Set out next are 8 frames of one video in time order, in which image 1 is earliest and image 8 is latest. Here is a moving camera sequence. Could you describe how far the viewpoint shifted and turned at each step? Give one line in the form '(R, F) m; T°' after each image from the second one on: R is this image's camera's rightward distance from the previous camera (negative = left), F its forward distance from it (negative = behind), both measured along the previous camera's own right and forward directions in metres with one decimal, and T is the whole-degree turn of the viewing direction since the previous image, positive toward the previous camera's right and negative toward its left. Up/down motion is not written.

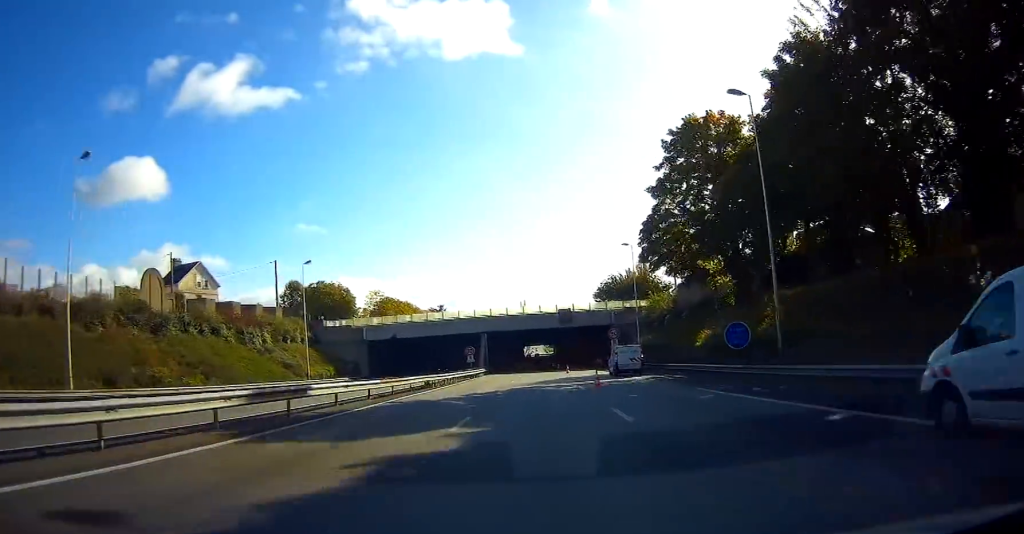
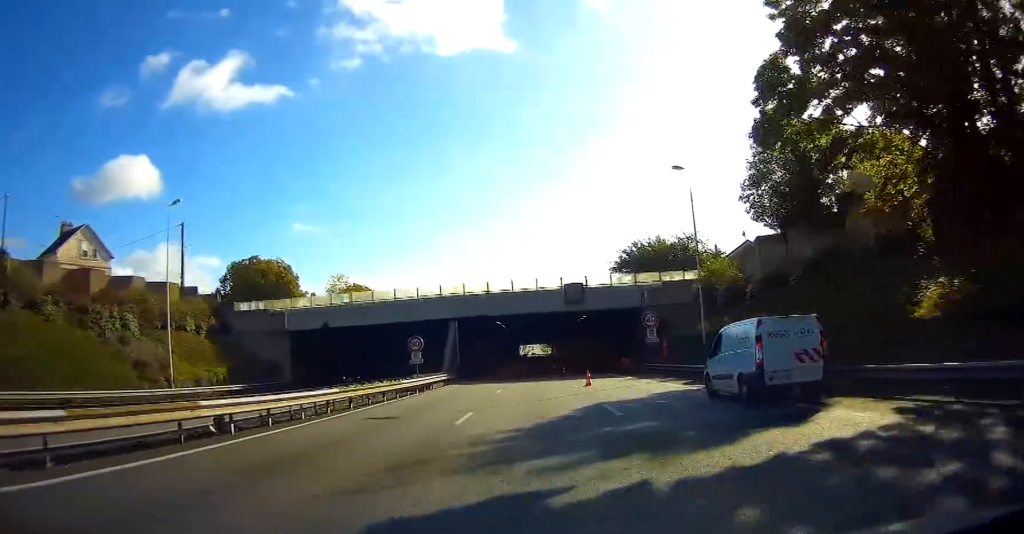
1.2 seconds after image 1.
(-0.1, +25.3) m; 0°
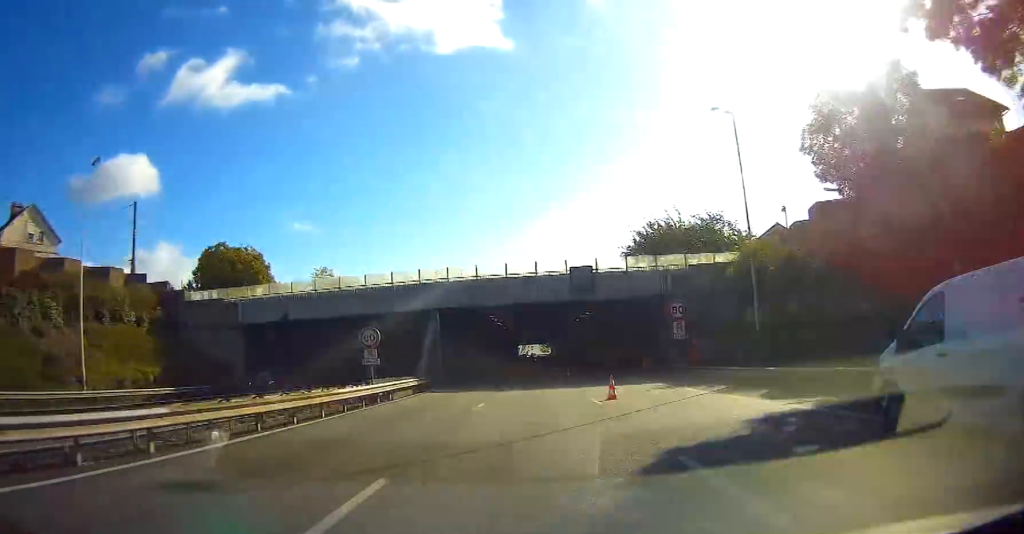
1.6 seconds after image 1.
(+0.2, +9.4) m; 0°
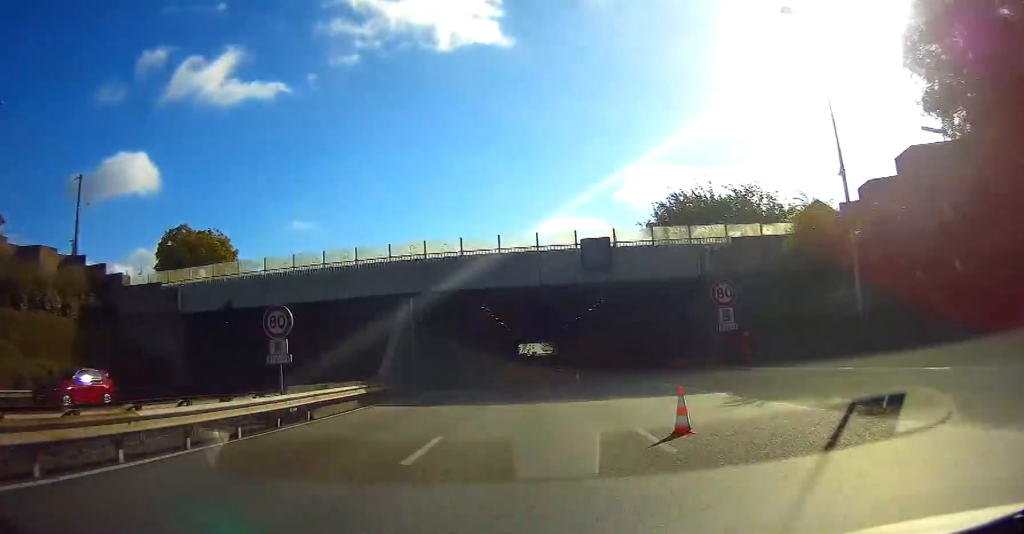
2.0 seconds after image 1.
(-0.1, +9.4) m; 0°
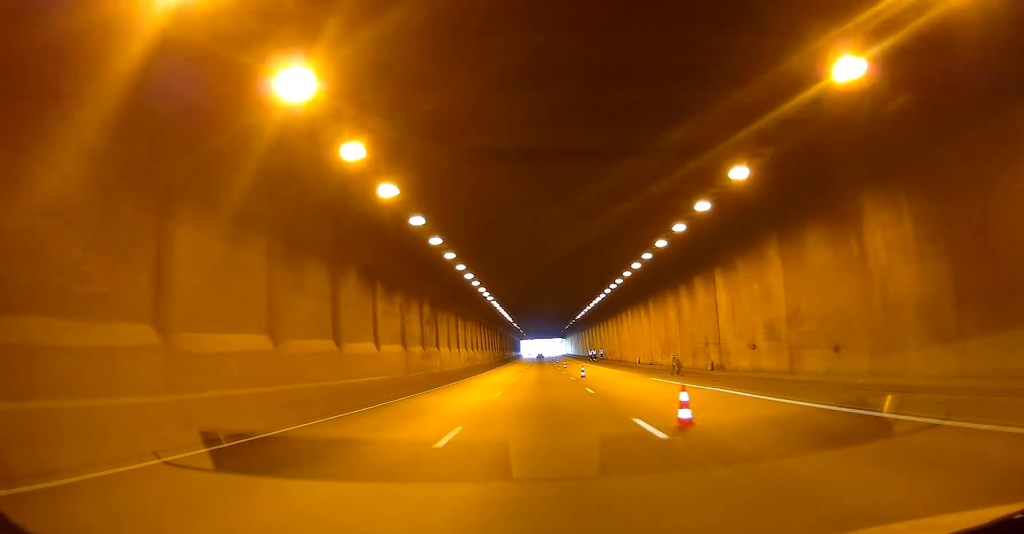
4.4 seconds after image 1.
(0.0, +51.4) m; +1°
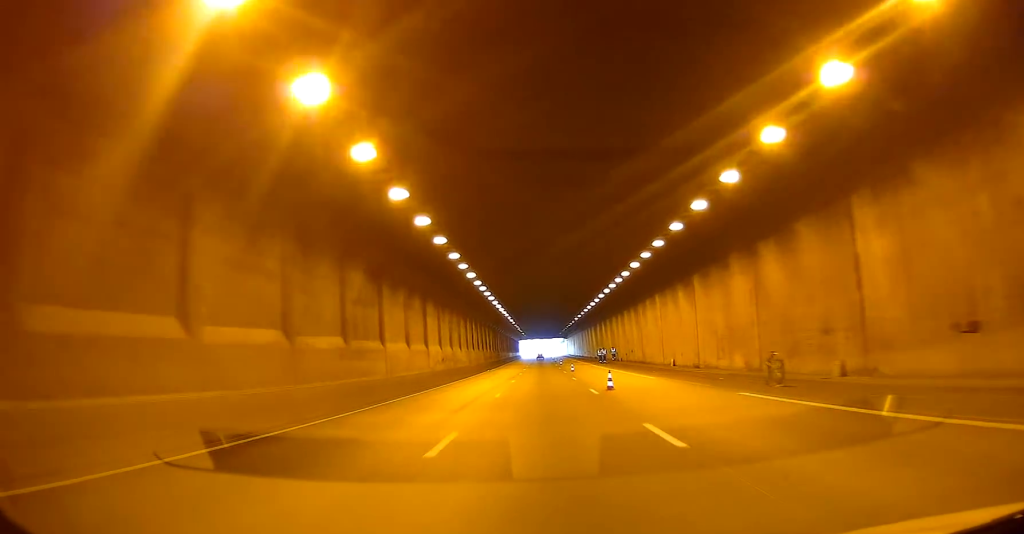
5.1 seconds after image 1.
(0.0, +14.0) m; 0°
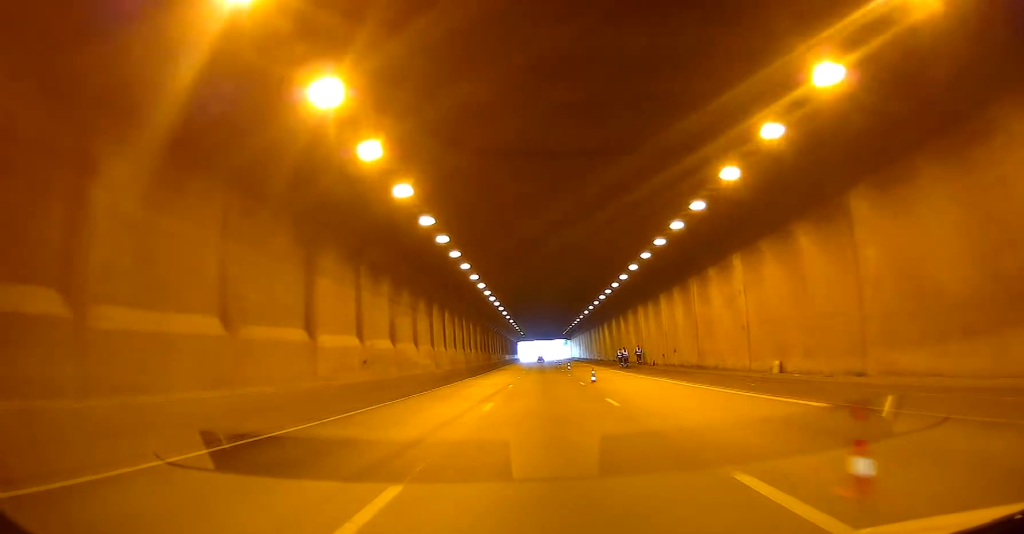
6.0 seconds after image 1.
(-0.2, +18.2) m; -1°
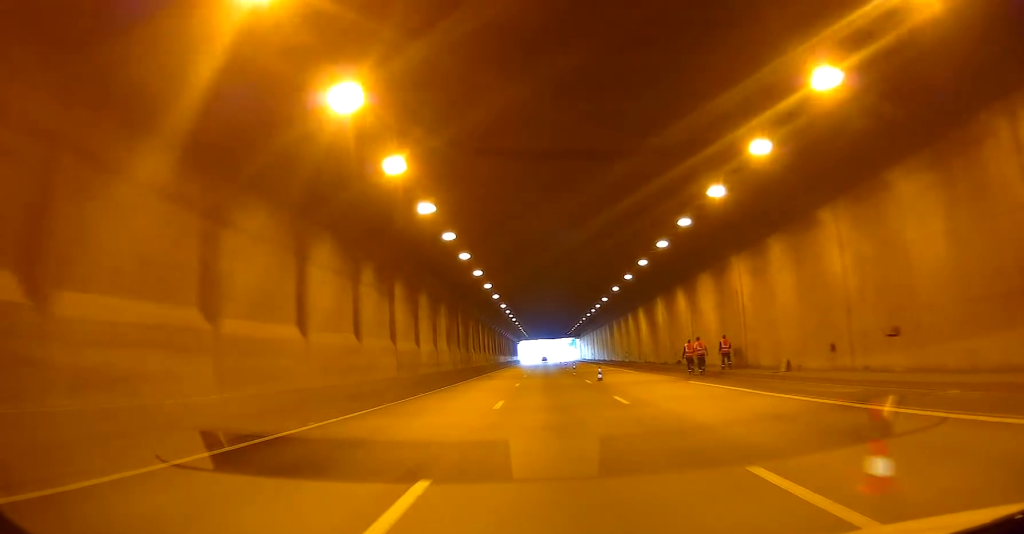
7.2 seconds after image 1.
(-0.4, +25.6) m; -1°
